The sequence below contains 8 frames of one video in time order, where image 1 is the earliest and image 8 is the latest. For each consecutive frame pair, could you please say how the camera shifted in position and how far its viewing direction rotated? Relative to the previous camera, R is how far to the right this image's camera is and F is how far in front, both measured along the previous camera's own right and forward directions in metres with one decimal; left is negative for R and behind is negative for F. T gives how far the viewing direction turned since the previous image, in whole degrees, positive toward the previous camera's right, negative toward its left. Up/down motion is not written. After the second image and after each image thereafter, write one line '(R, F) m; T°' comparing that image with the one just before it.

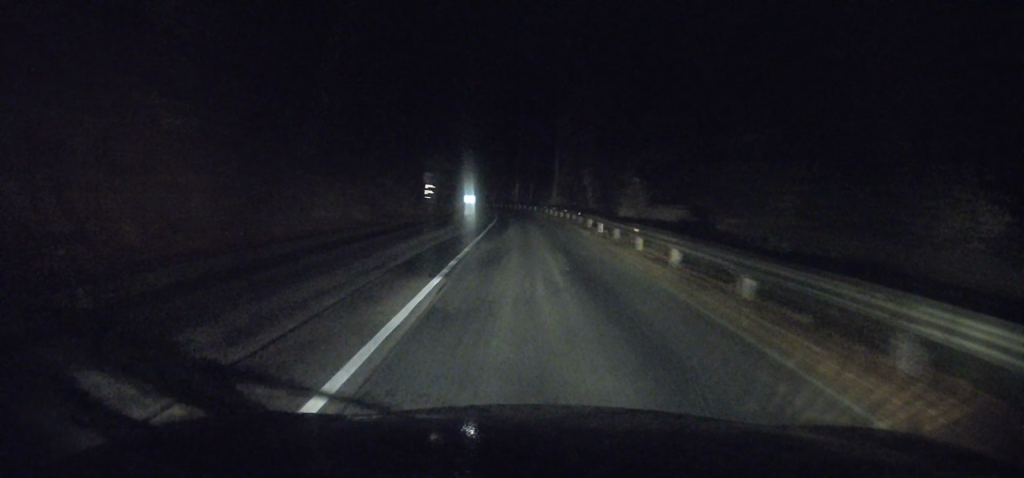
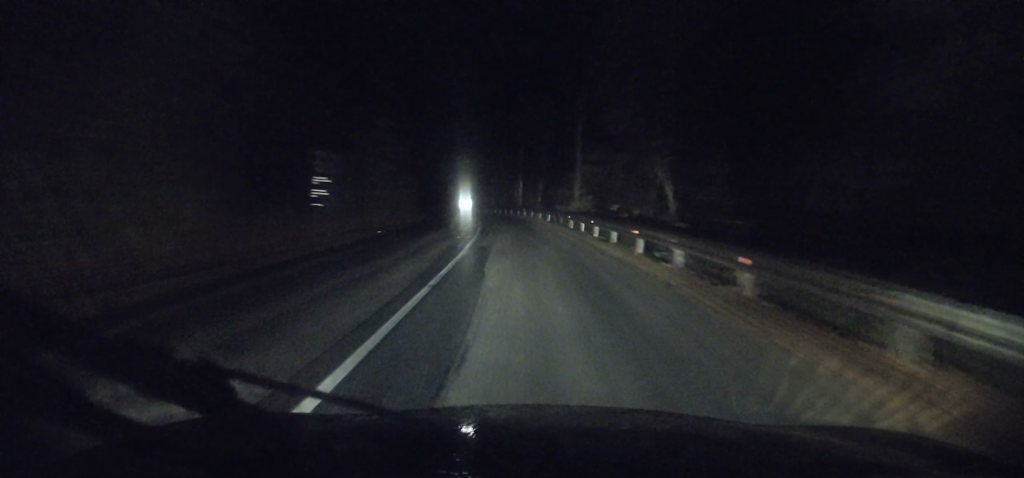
(+0.2, +22.7) m; -2°
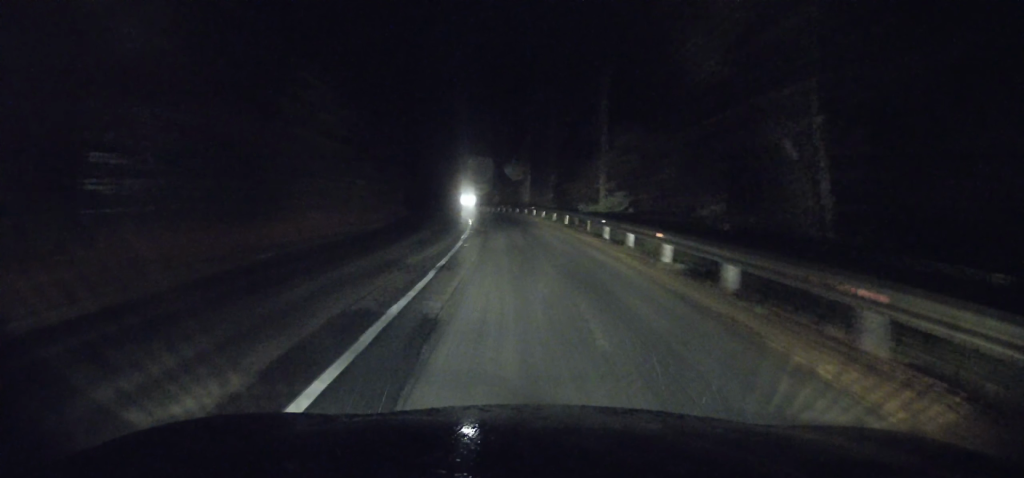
(-0.5, +10.7) m; -2°
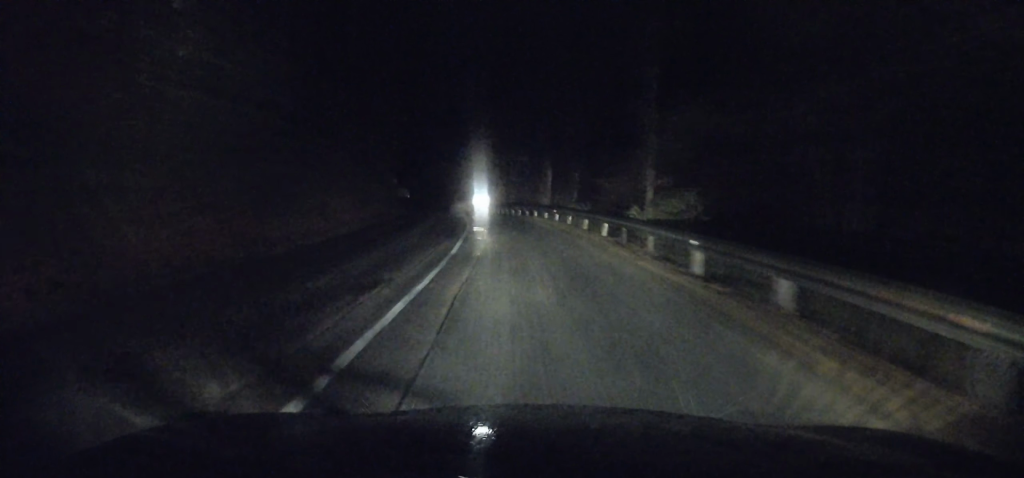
(-0.1, +9.2) m; -2°
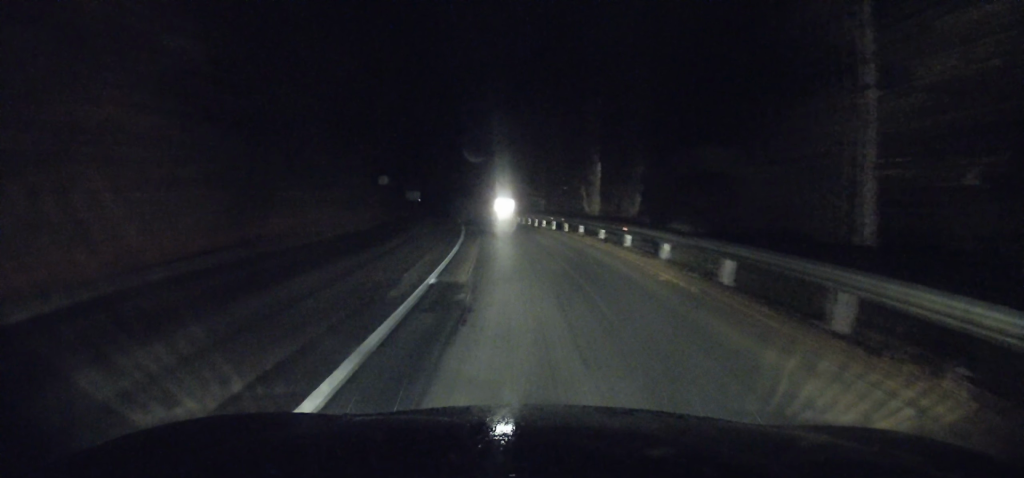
(-0.3, +15.8) m; -3°
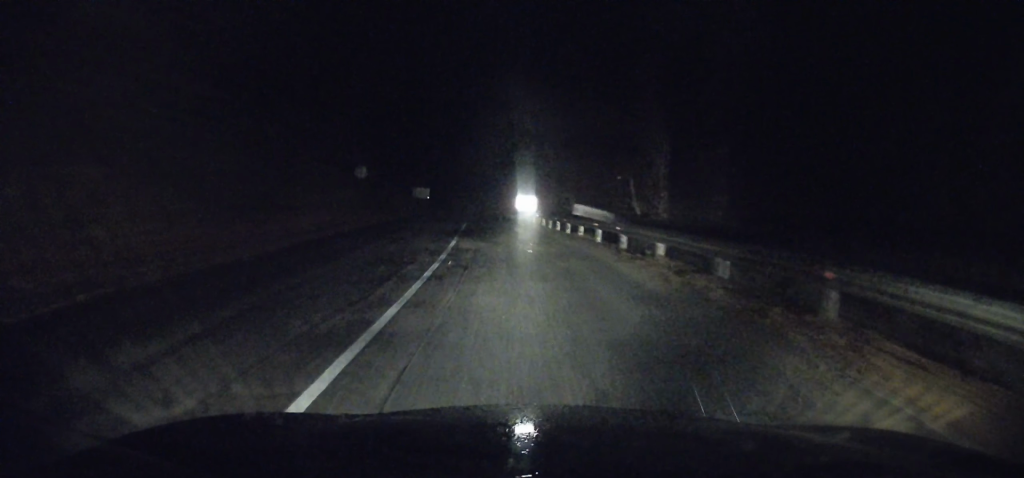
(-0.4, +11.6) m; -2°
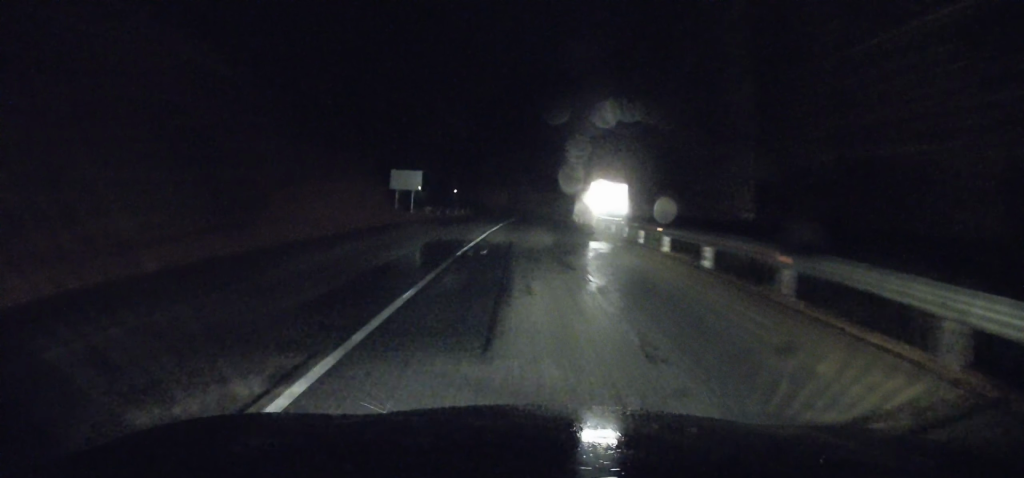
(-2.2, +36.4) m; -6°
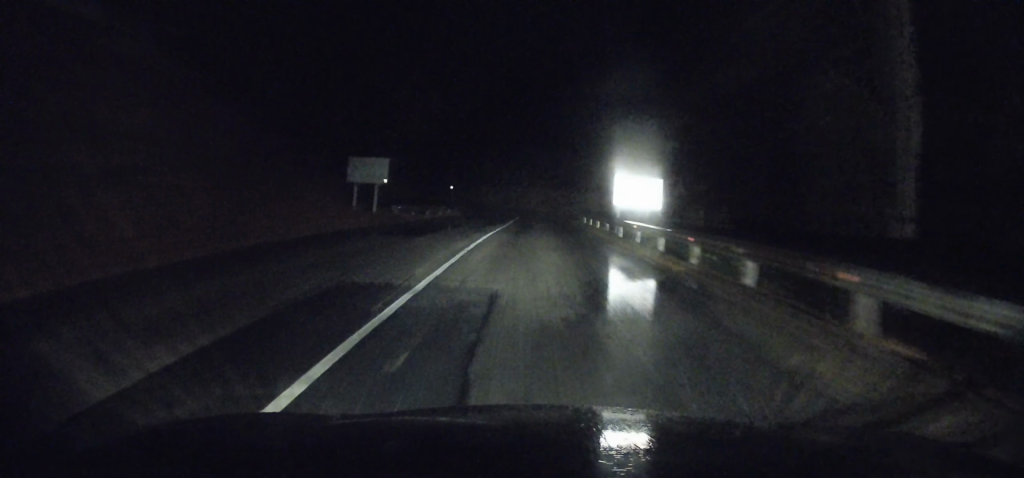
(-0.1, +9.9) m; +1°
